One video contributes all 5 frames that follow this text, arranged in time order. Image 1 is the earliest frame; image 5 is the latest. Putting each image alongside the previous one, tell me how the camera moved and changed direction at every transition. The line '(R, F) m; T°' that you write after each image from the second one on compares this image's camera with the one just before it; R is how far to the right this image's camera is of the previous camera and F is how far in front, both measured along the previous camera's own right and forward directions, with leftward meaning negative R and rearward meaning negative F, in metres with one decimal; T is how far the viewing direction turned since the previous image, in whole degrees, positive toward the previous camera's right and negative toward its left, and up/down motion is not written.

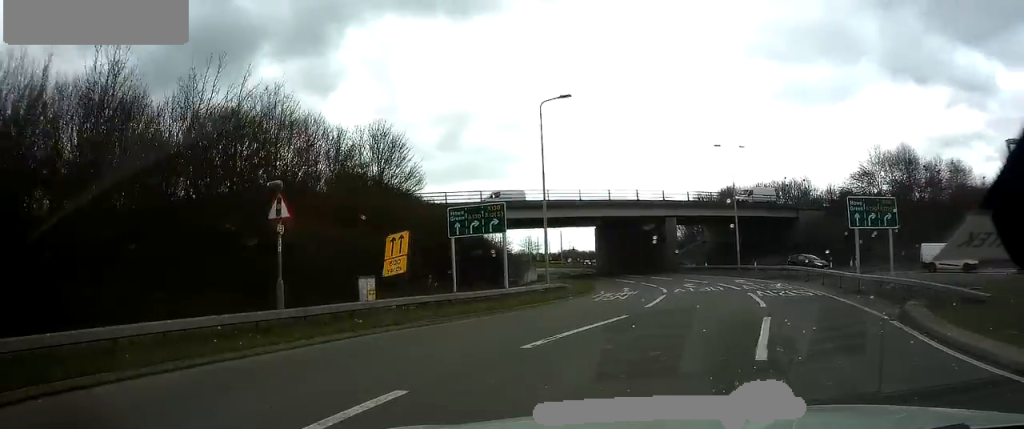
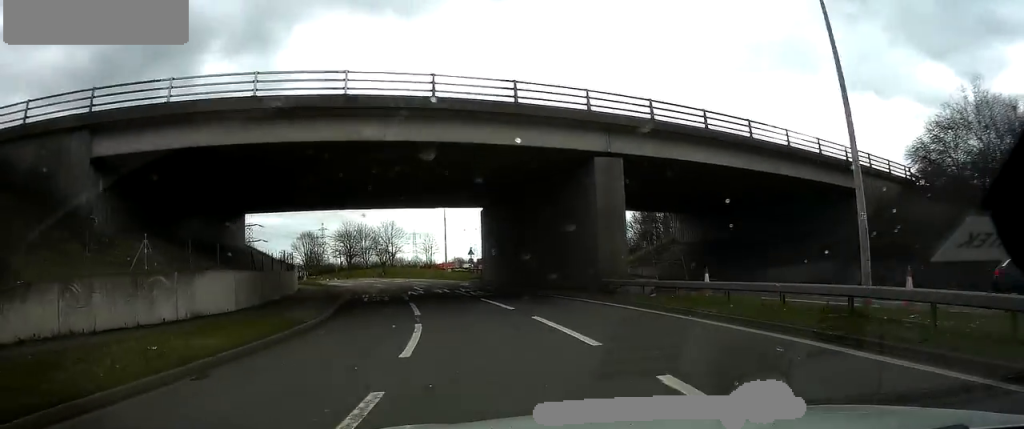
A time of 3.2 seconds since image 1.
(+7.2, +33.9) m; +6°
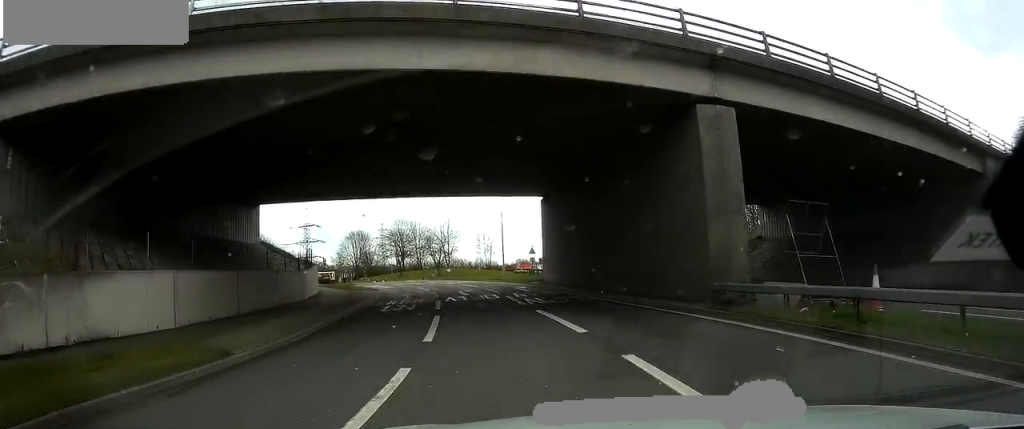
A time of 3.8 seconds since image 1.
(-0.3, +7.1) m; -3°
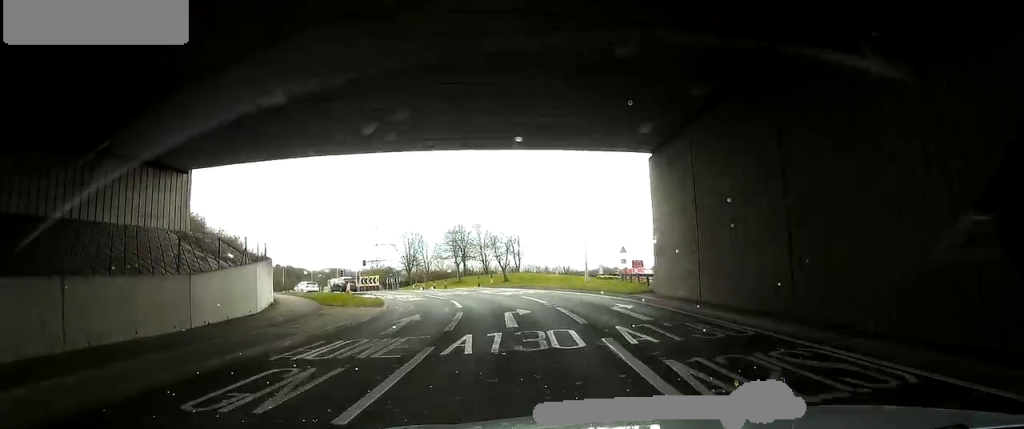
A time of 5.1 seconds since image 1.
(-0.6, +15.2) m; -5°
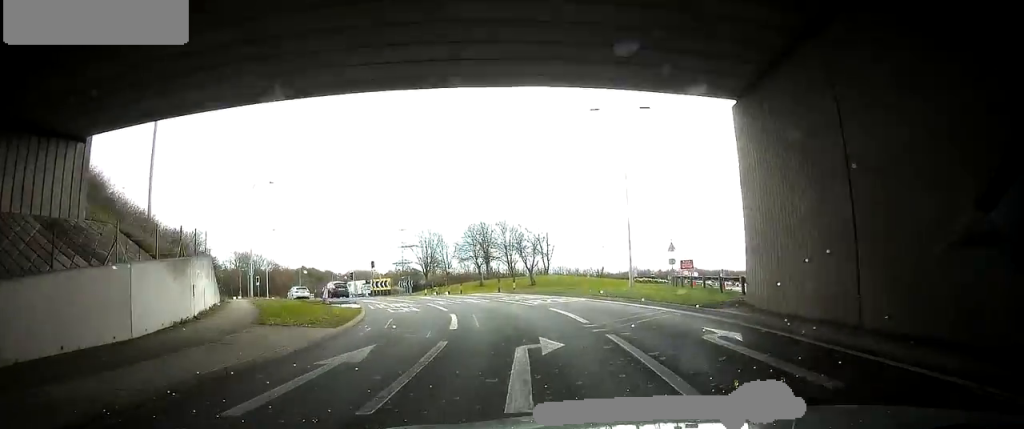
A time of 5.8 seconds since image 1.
(-0.2, +8.0) m; -6°
